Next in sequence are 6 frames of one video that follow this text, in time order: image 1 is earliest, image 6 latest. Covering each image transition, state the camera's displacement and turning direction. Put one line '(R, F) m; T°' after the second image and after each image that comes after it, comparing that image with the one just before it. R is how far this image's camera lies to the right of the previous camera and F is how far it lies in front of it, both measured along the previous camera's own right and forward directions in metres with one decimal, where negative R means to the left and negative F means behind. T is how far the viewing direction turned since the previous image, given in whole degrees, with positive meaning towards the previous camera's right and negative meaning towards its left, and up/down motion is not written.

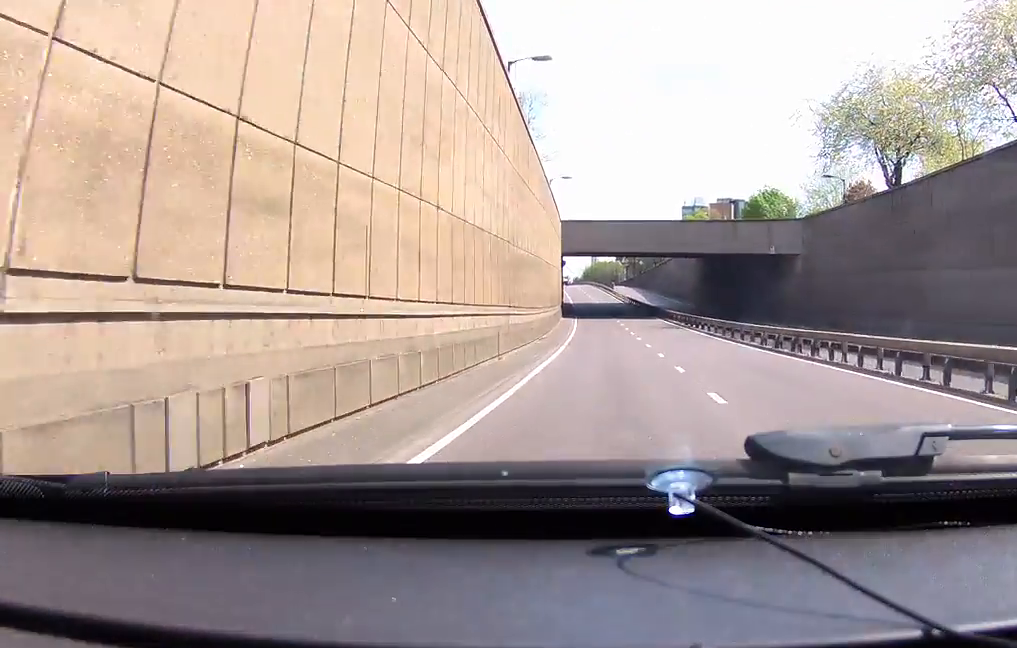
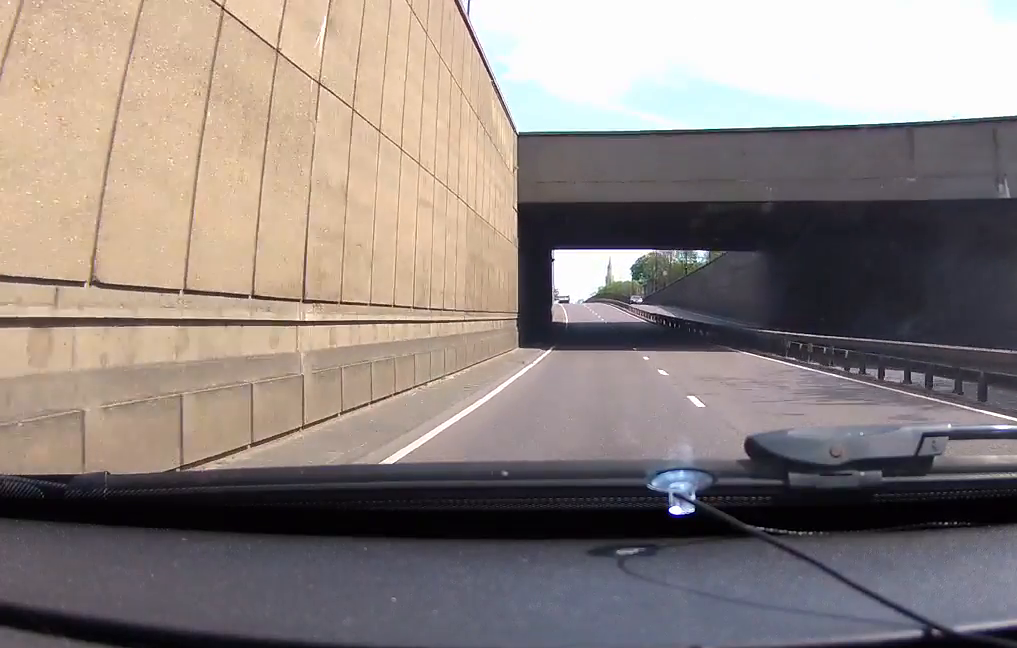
(-0.4, +35.3) m; 0°
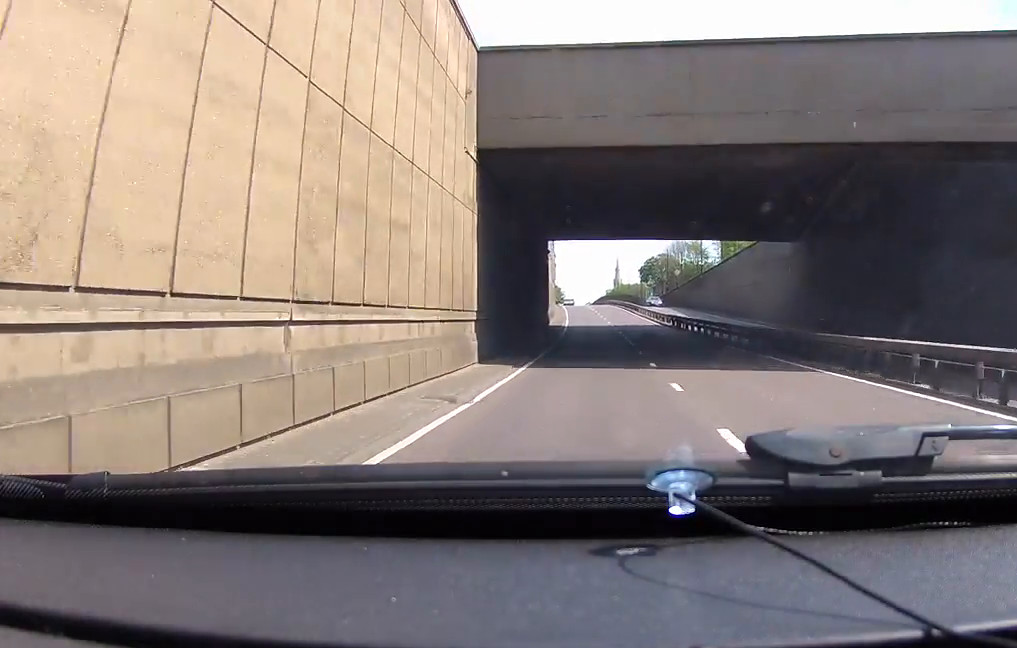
(+0.1, +9.7) m; 0°
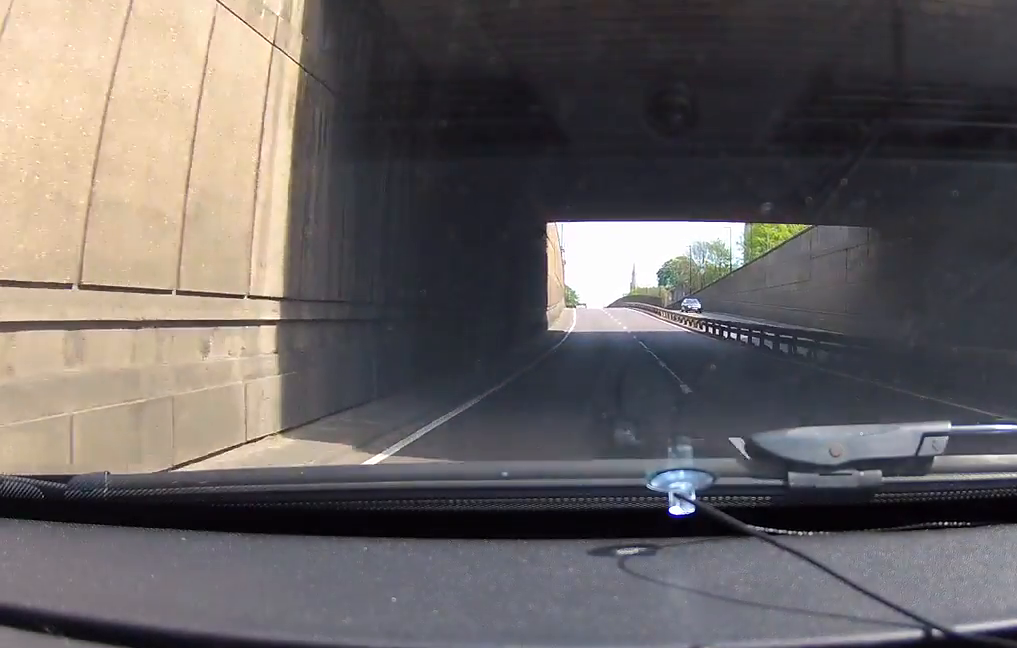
(+0.1, +12.3) m; -1°
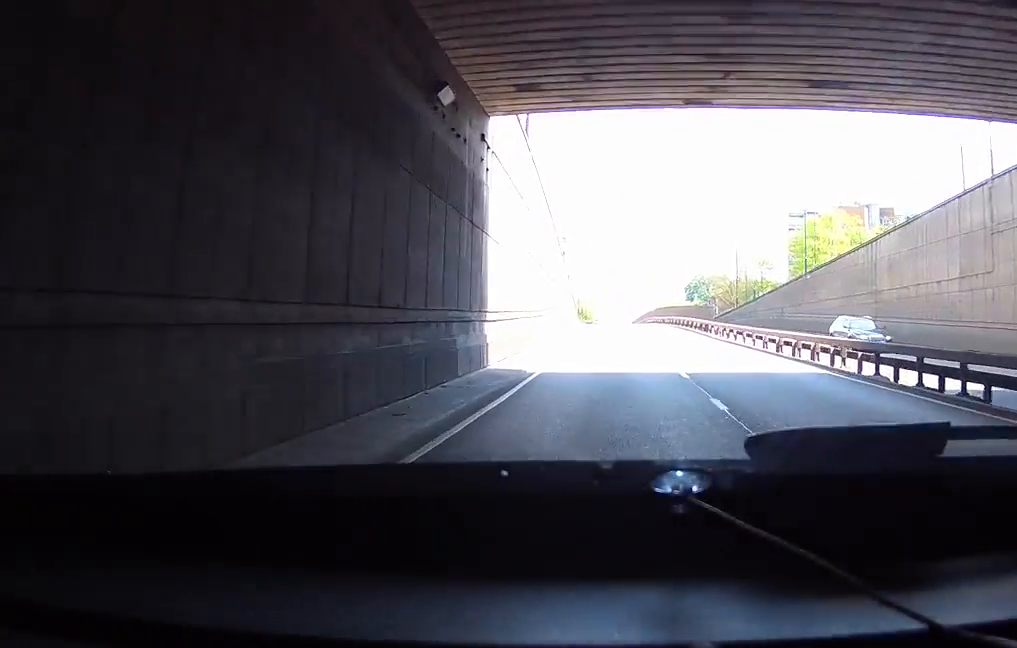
(-0.9, +25.5) m; -4°
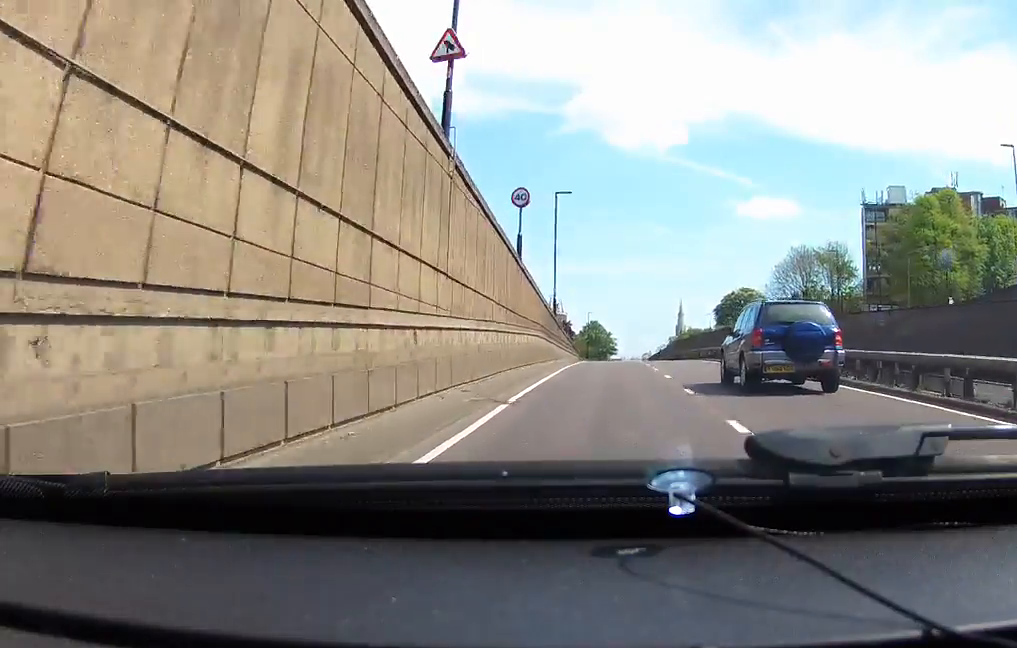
(-0.3, +43.5) m; -1°
